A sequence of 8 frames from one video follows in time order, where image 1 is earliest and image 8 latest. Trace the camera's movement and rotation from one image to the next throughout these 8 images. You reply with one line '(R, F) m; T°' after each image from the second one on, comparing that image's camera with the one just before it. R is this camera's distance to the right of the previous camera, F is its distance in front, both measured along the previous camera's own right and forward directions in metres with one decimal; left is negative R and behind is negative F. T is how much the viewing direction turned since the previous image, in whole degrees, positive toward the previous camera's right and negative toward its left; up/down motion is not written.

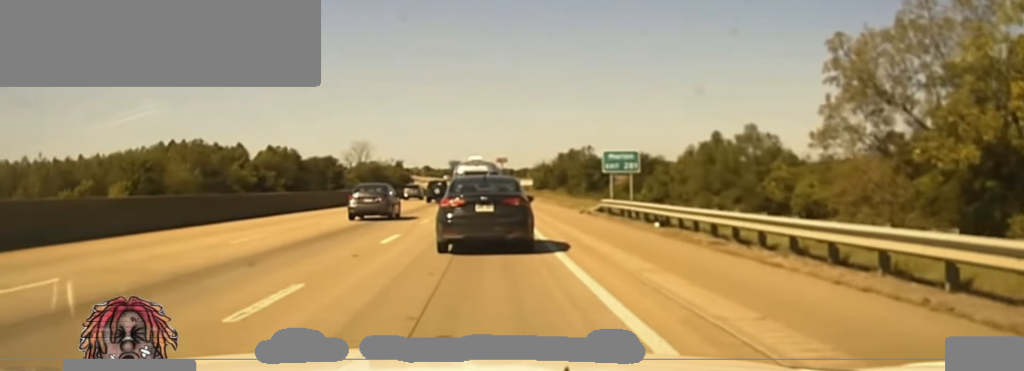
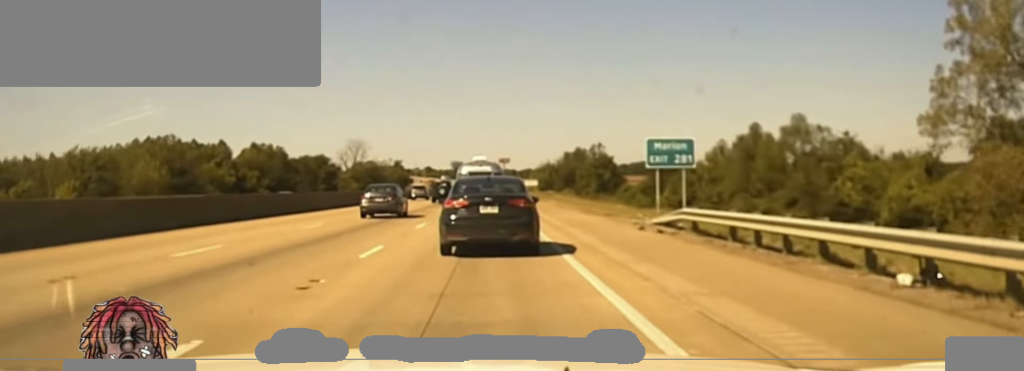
(0.0, +16.0) m; 0°
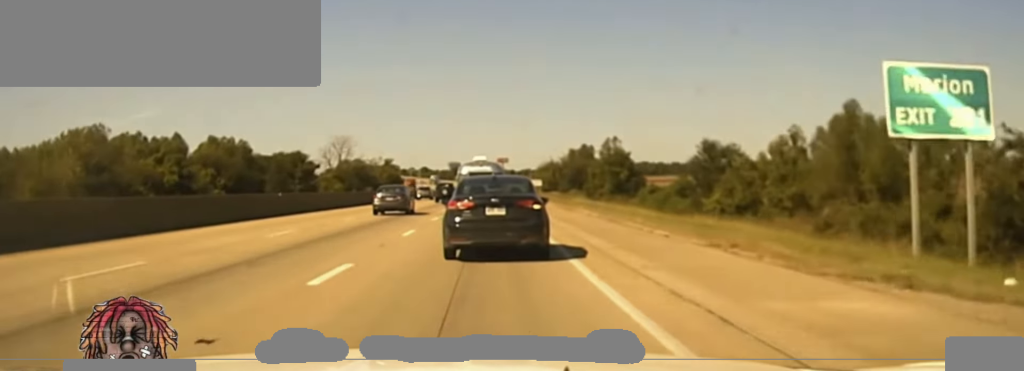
(0.0, +28.0) m; 0°
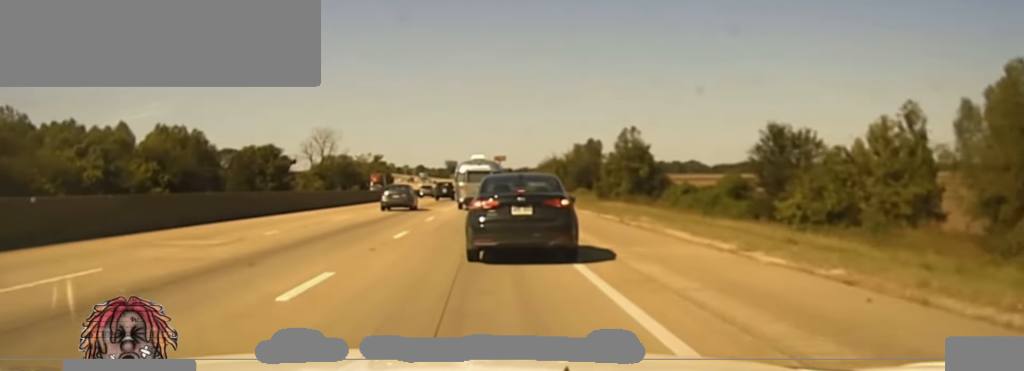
(0.0, +25.5) m; 0°
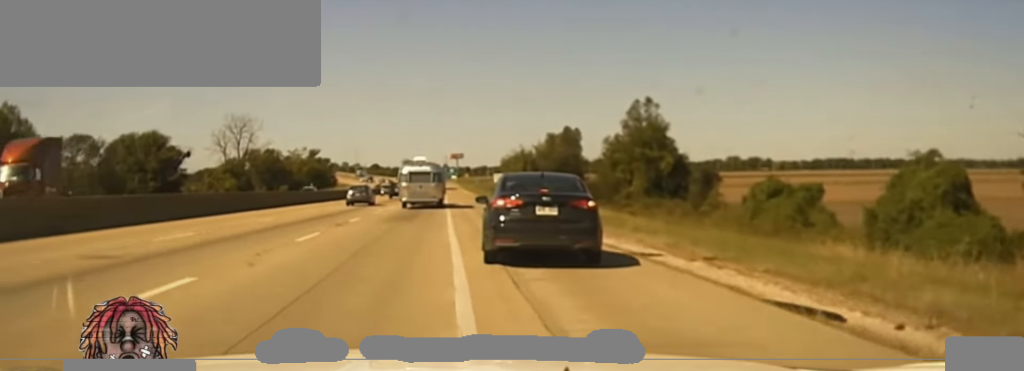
(+0.7, +48.0) m; +3°
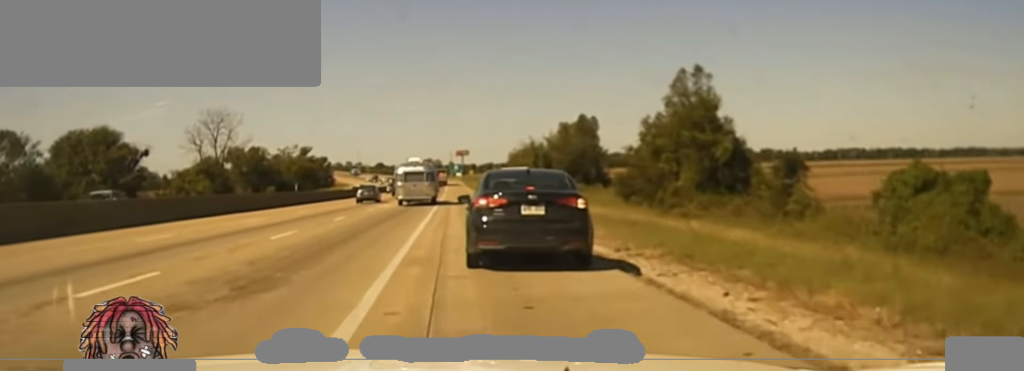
(+0.4, +22.9) m; 0°
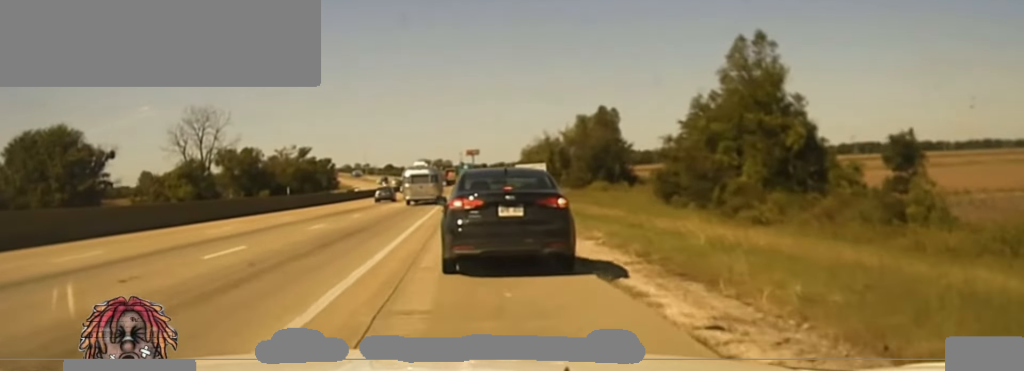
(-0.4, +17.3) m; -1°
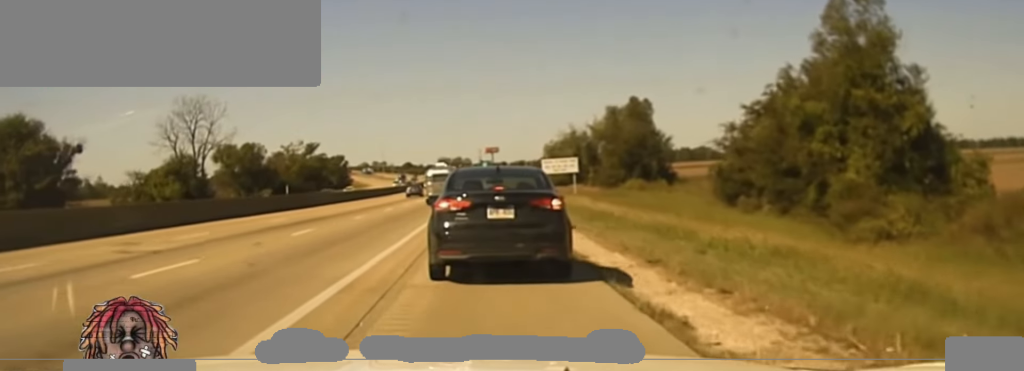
(+0.2, +16.8) m; -2°
